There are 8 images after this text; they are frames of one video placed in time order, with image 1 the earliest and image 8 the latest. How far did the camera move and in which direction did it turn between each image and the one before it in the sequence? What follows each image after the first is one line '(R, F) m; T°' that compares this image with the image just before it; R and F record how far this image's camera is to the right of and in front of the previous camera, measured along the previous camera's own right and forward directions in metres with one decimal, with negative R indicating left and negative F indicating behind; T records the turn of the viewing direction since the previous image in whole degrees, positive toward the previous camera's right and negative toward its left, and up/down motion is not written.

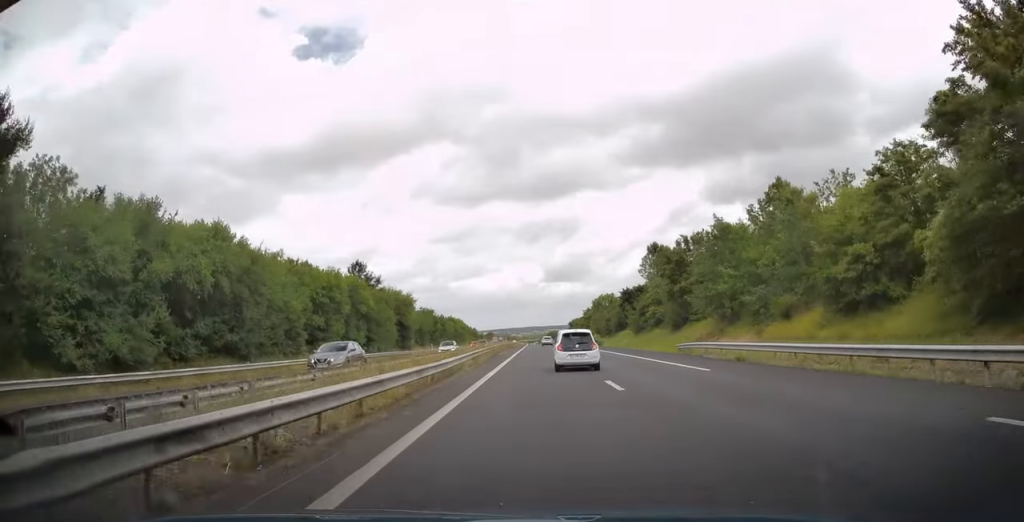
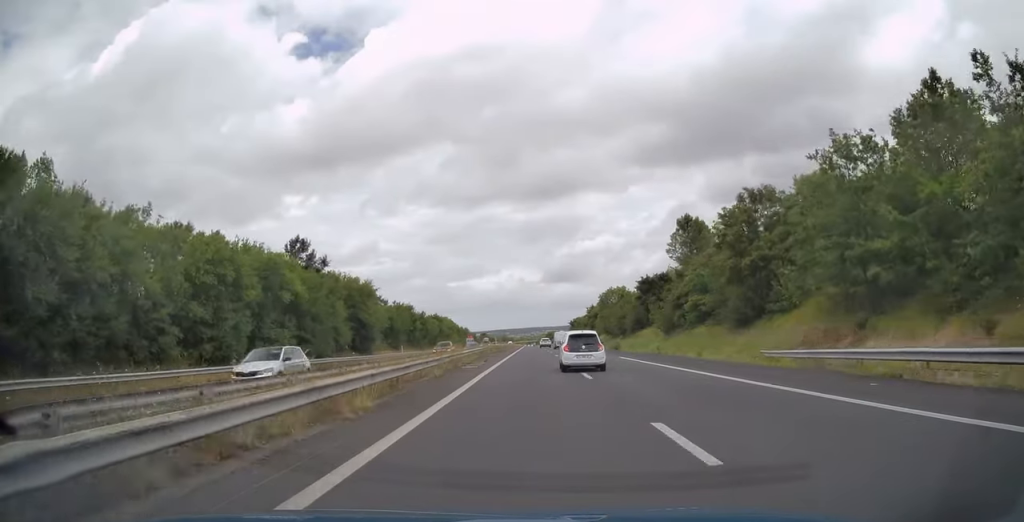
(0.0, +21.1) m; 0°
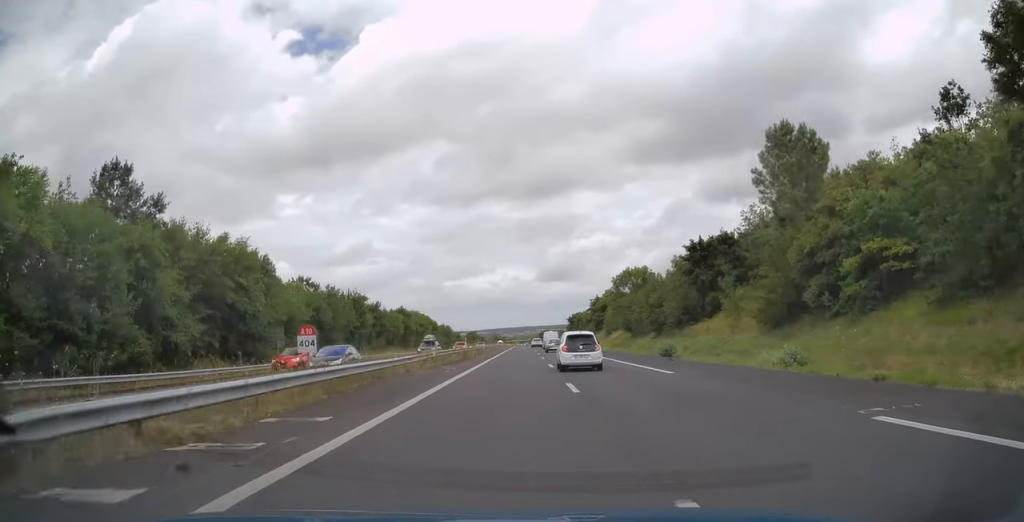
(+0.2, +30.2) m; +1°
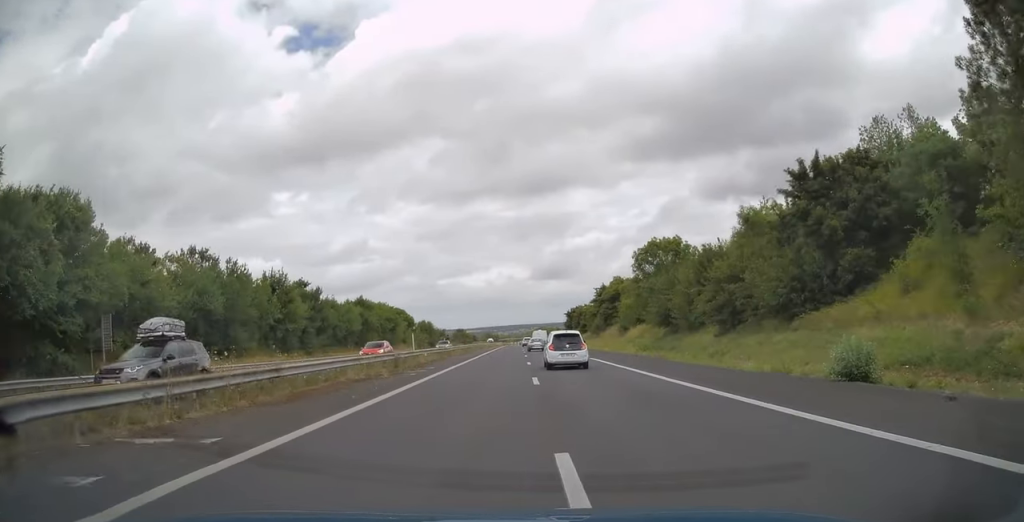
(+0.1, +23.8) m; 0°
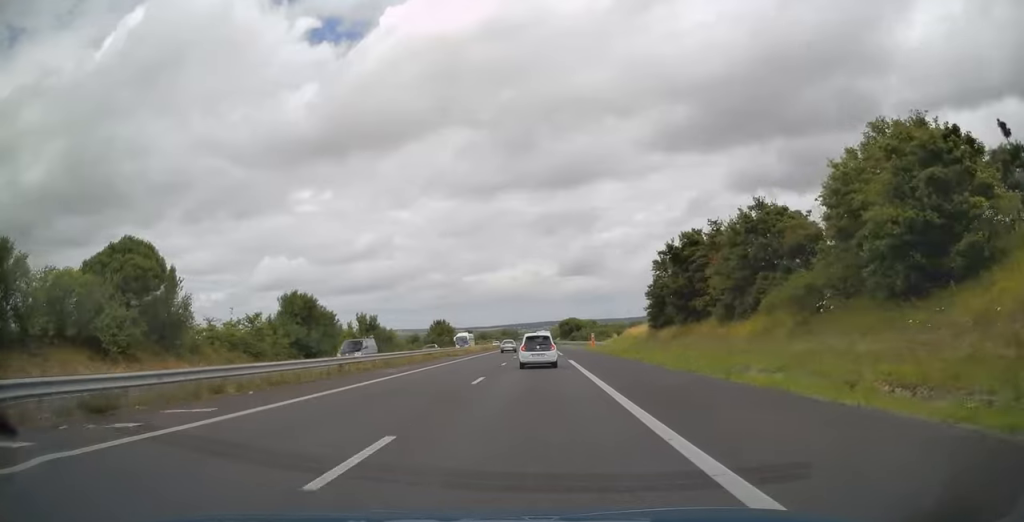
(-1.6, +103.1) m; -2°
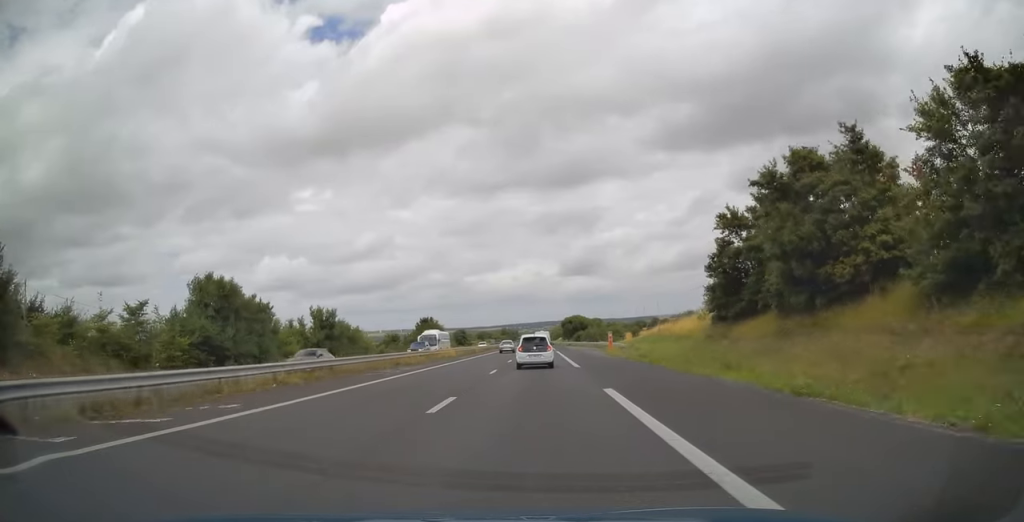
(-0.1, +20.4) m; 0°
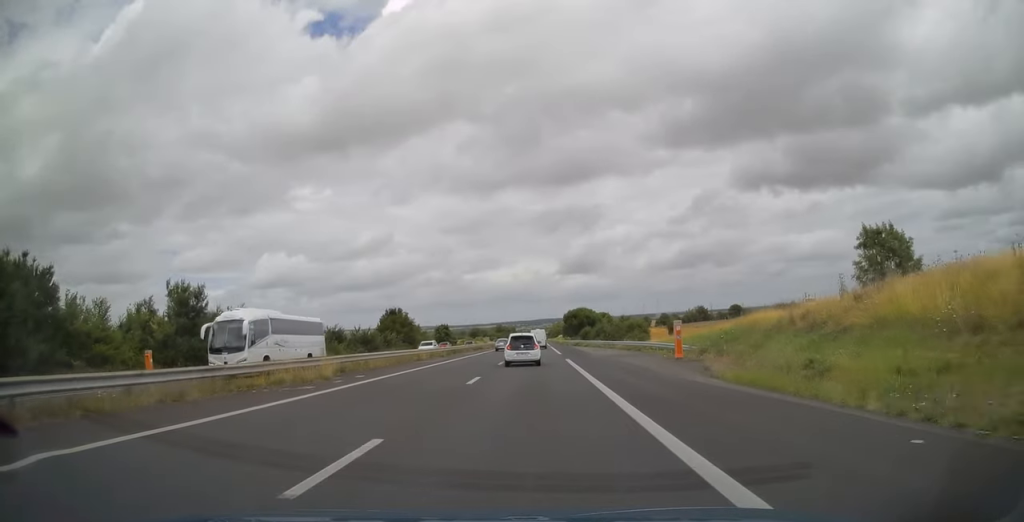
(0.0, +32.1) m; 0°
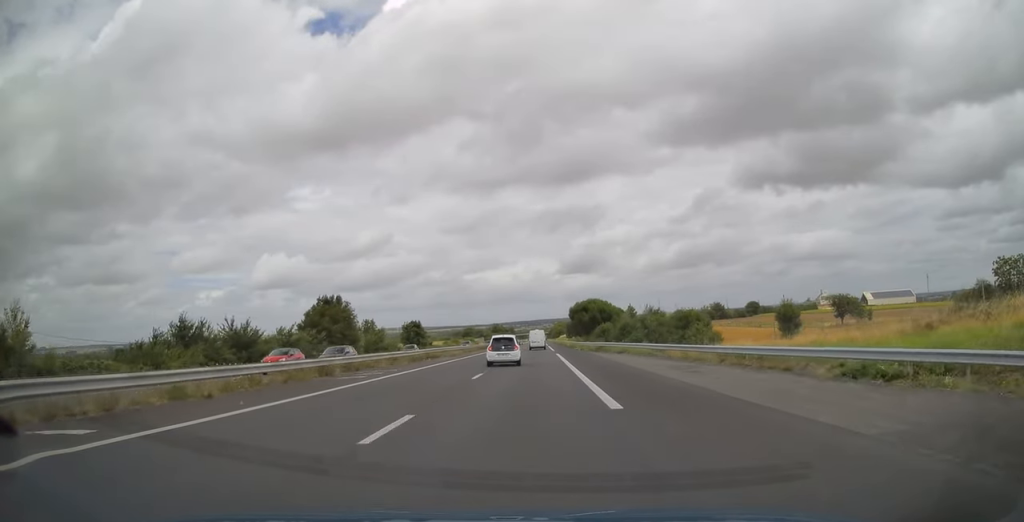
(+0.1, +36.4) m; 0°
